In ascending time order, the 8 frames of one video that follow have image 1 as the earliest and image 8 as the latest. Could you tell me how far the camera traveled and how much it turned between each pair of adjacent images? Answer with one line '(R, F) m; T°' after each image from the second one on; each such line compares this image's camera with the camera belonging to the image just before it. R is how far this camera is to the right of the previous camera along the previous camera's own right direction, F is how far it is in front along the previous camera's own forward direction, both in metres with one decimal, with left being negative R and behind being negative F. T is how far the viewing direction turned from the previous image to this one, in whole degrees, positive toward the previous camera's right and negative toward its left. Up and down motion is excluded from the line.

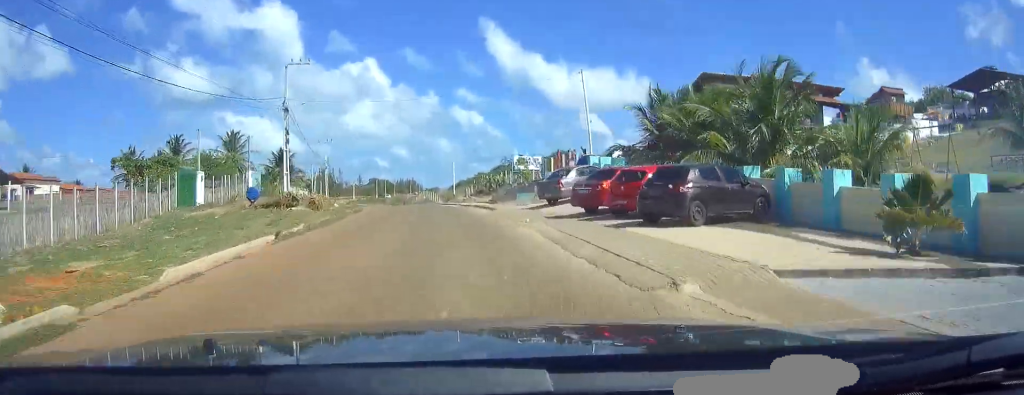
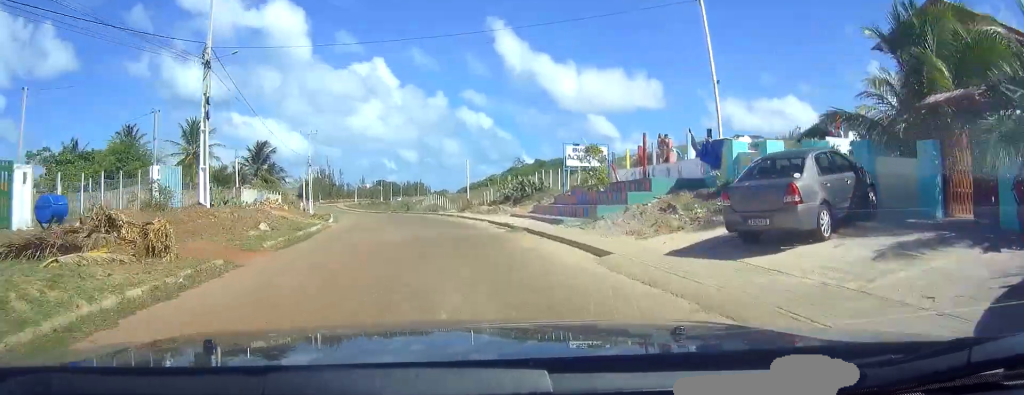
(+0.1, +19.3) m; 0°
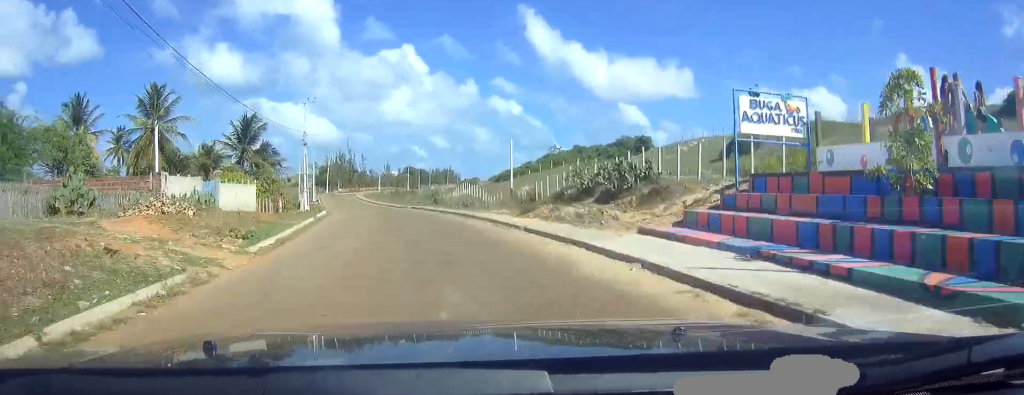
(-0.1, +18.9) m; -2°
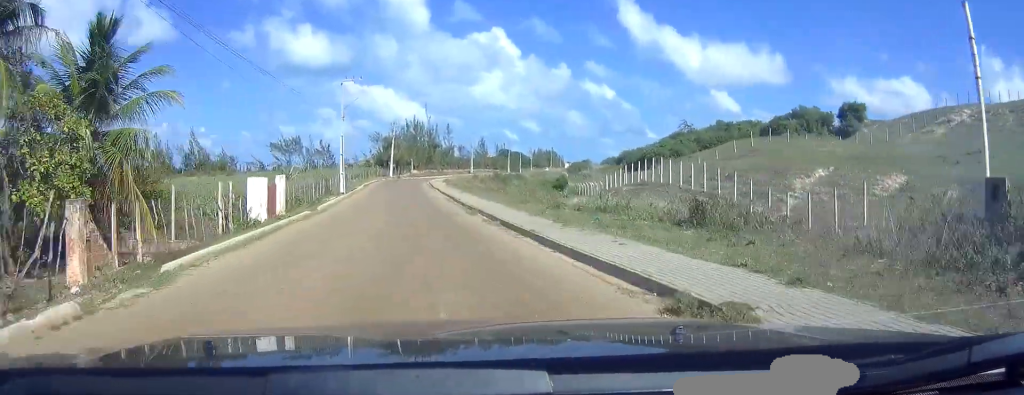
(-4.3, +57.4) m; -7°
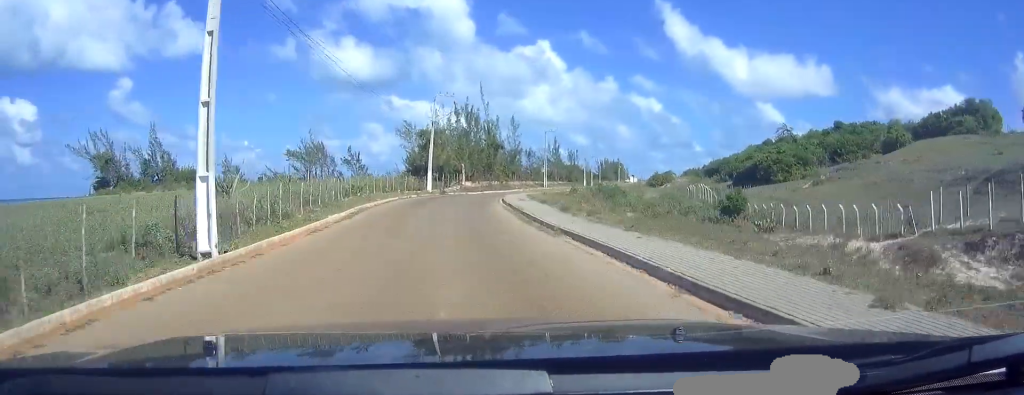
(-0.6, +45.4) m; -3°
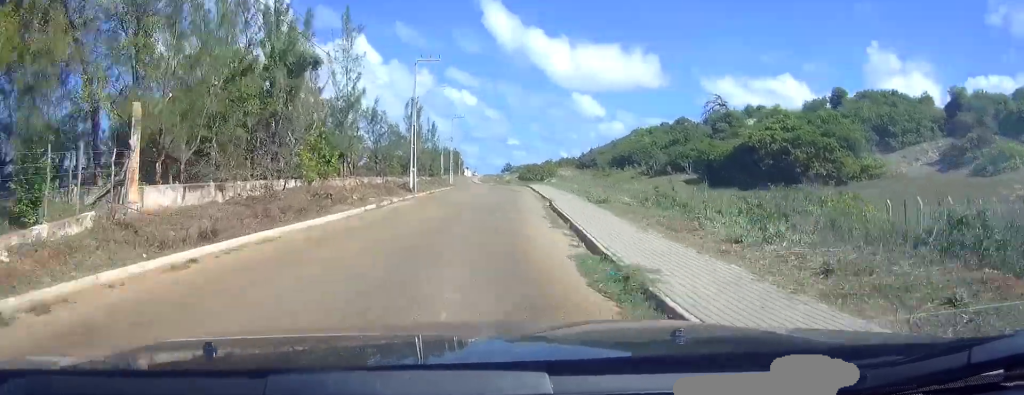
(-2.1, +69.6) m; +19°
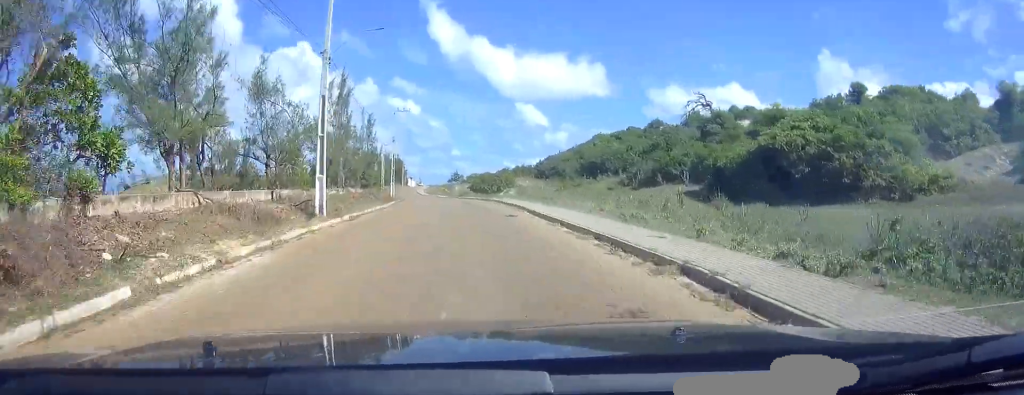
(+7.2, +16.3) m; +7°
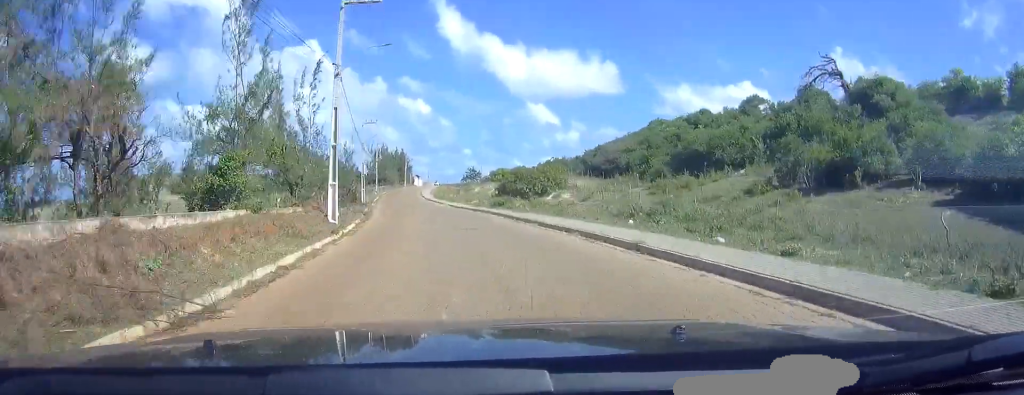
(+2.1, +40.9) m; -4°
